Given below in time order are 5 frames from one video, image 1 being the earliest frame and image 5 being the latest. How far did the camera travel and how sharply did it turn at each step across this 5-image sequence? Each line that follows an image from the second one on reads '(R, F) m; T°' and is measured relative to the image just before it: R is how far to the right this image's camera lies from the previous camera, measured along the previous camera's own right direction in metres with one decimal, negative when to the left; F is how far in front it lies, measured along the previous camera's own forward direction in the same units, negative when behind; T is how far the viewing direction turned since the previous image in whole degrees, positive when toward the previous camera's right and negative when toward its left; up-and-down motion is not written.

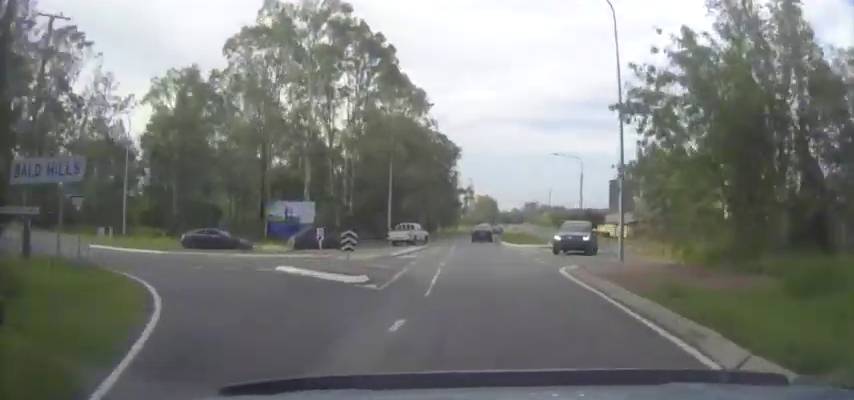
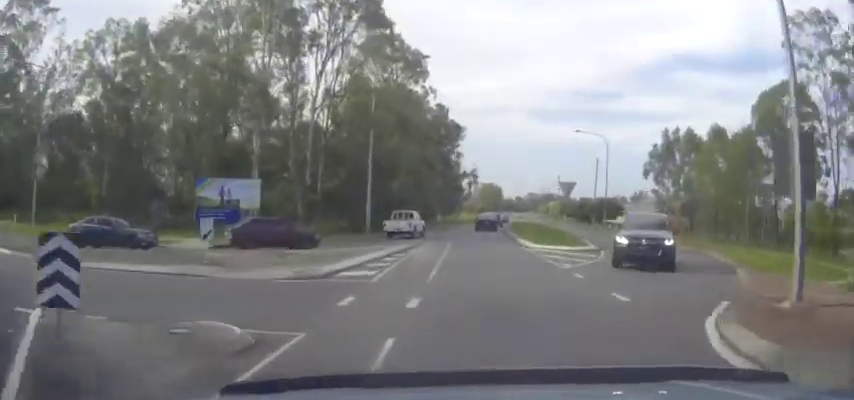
(-0.1, +12.7) m; 0°
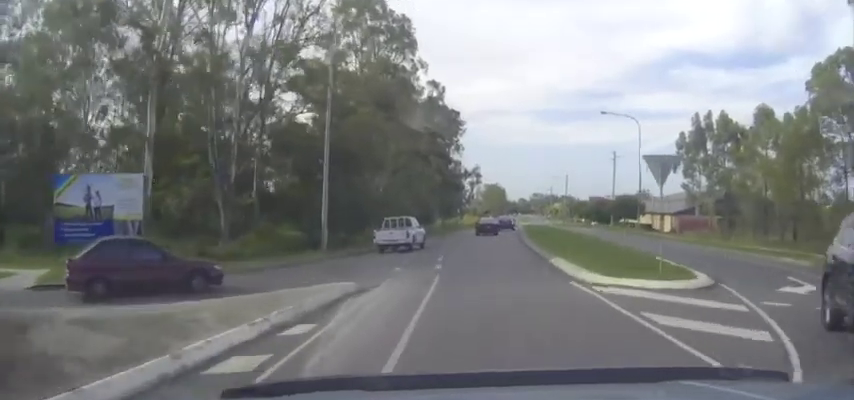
(0.0, +12.8) m; 0°
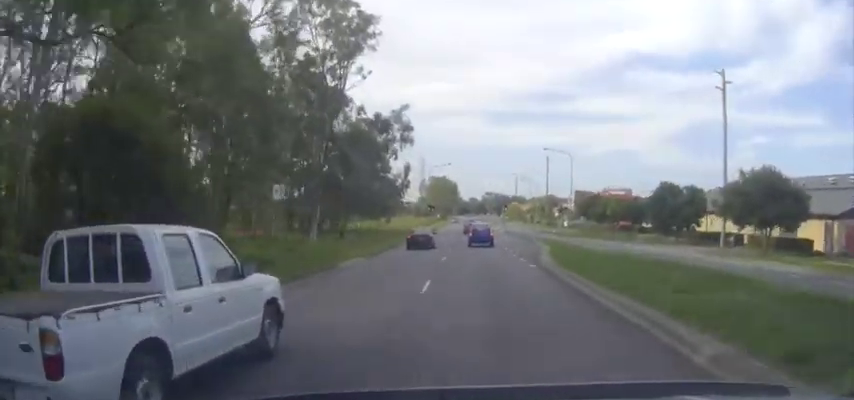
(+1.8, +58.8) m; +2°
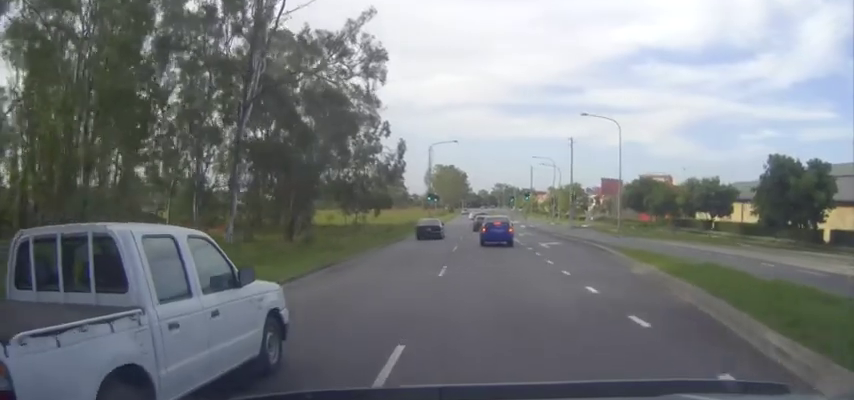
(-0.1, +20.7) m; -1°
